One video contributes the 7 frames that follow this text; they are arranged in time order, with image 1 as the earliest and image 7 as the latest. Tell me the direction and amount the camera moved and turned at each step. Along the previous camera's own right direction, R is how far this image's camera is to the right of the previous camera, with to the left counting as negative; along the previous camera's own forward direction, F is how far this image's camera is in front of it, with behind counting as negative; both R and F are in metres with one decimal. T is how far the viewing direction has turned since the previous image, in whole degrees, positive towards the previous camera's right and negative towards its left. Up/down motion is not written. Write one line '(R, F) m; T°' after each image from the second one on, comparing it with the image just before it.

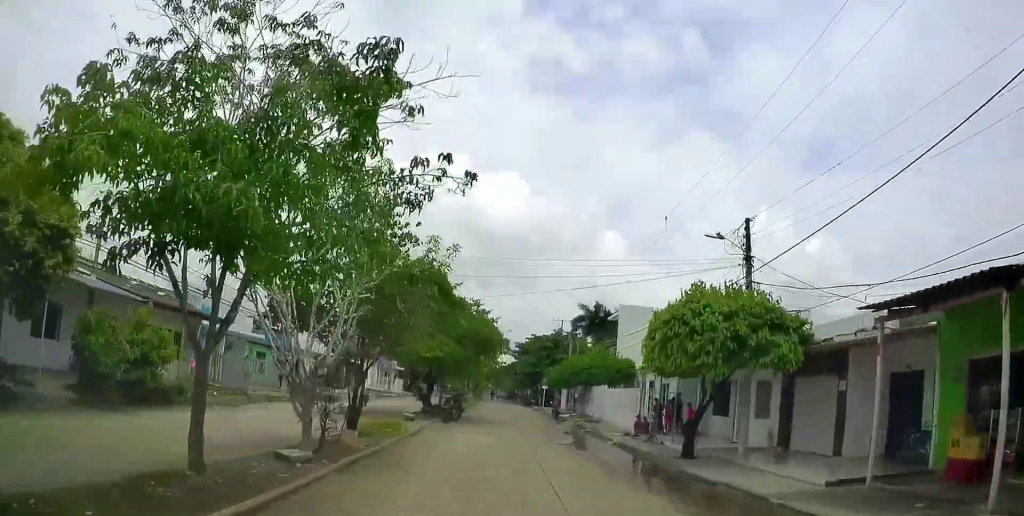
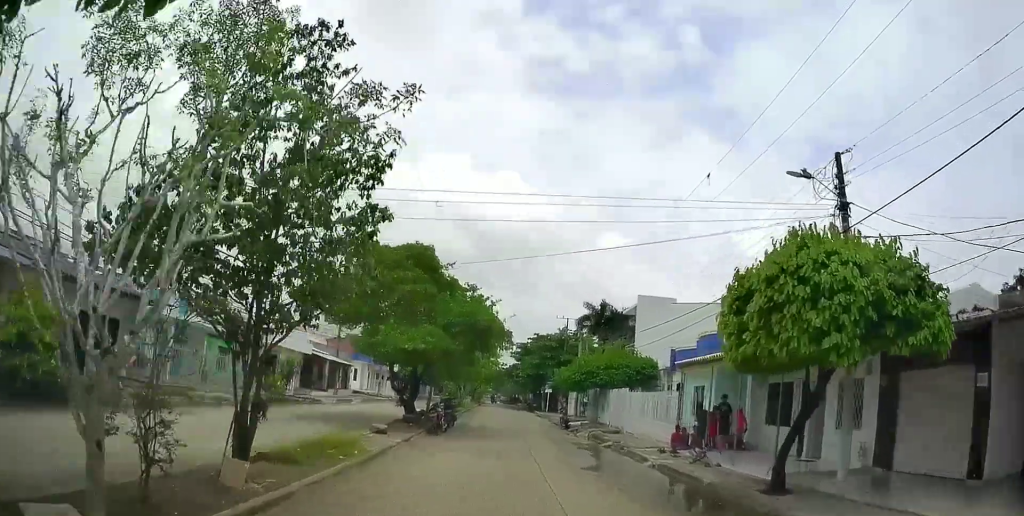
(+0.2, +4.9) m; 0°
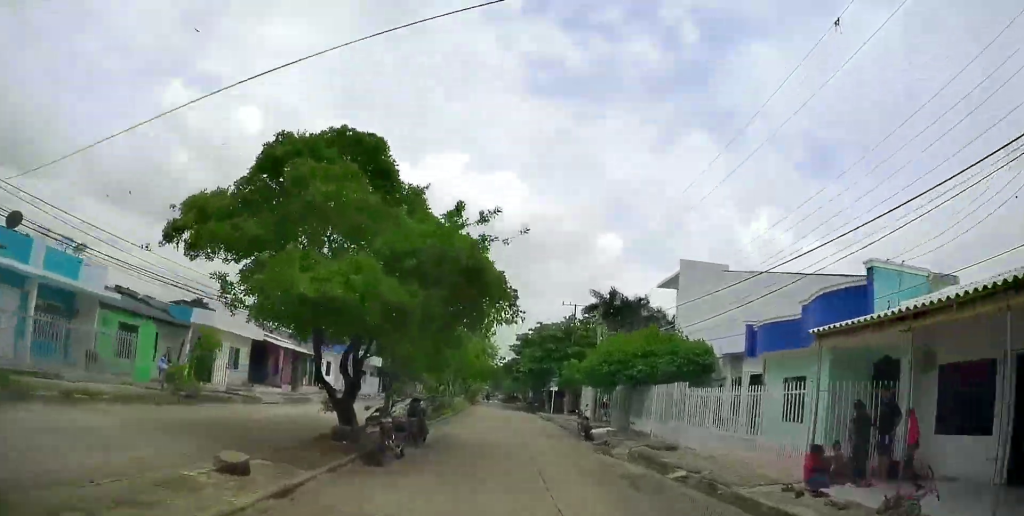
(-0.1, +8.4) m; 0°
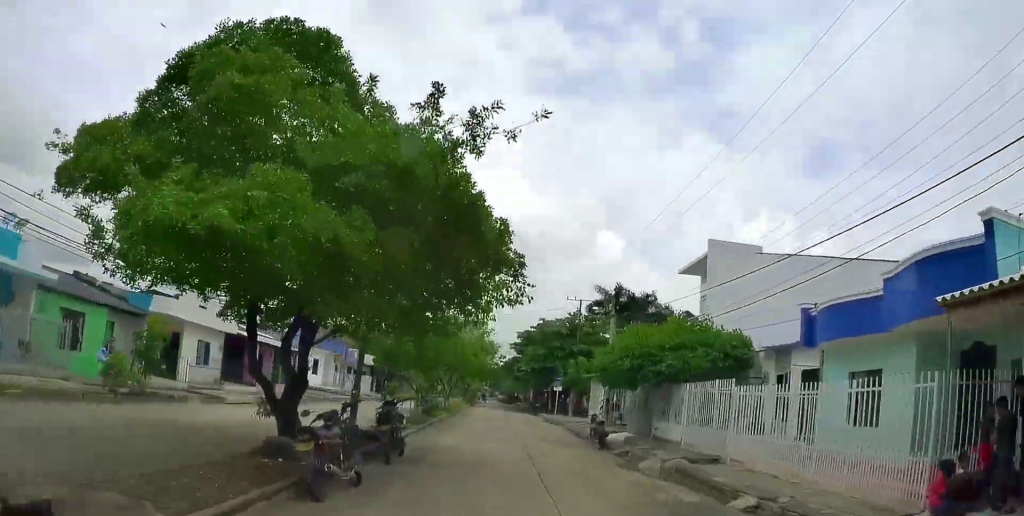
(-0.1, +3.6) m; 0°
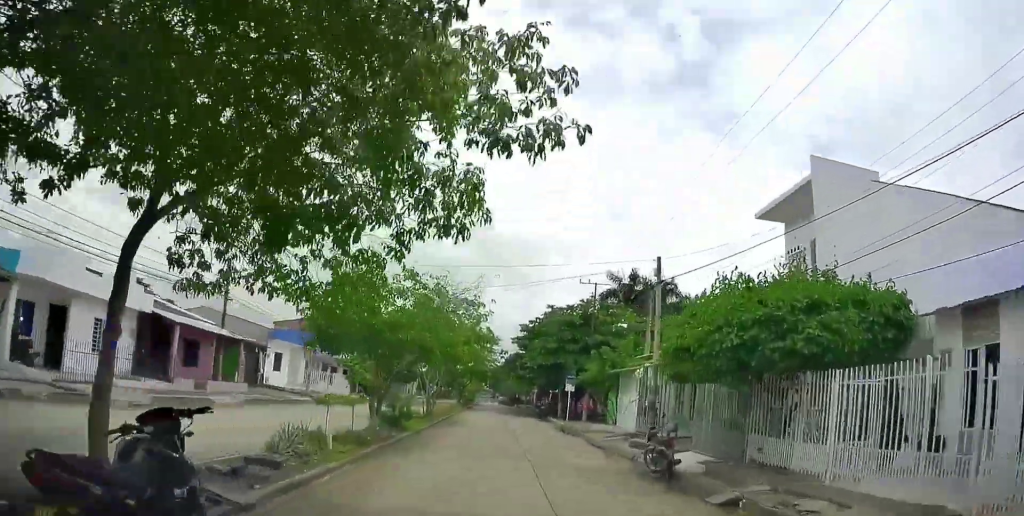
(+0.3, +7.7) m; -3°
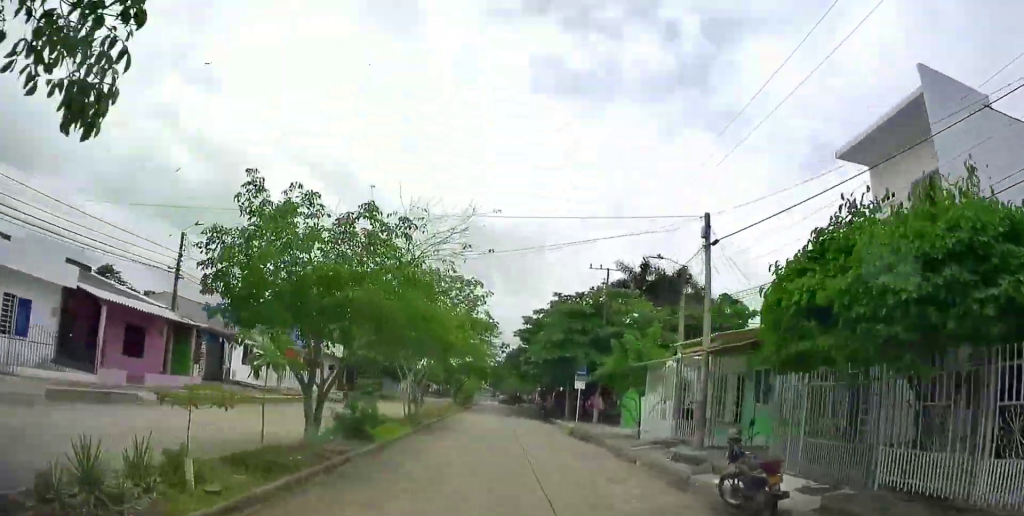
(-0.4, +4.8) m; 0°
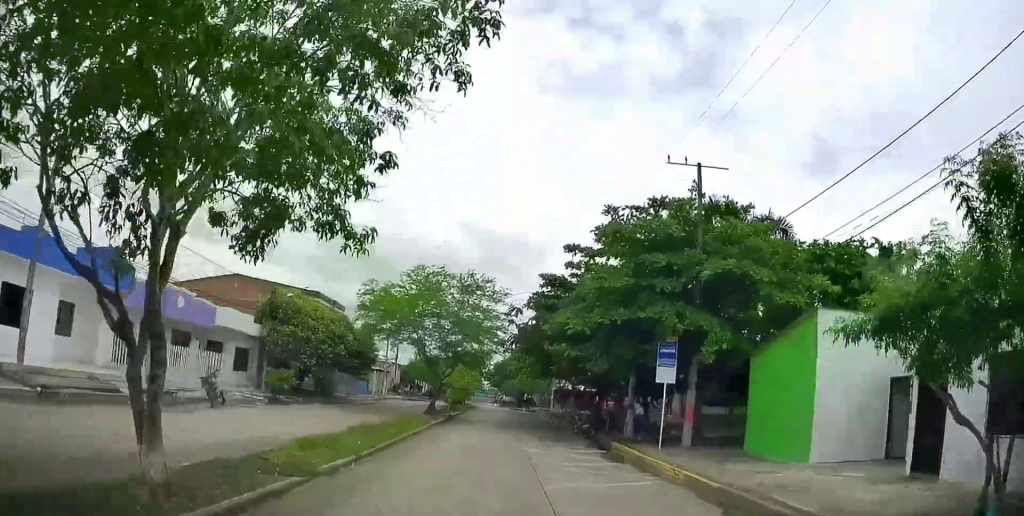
(-0.3, +18.8) m; -3°
